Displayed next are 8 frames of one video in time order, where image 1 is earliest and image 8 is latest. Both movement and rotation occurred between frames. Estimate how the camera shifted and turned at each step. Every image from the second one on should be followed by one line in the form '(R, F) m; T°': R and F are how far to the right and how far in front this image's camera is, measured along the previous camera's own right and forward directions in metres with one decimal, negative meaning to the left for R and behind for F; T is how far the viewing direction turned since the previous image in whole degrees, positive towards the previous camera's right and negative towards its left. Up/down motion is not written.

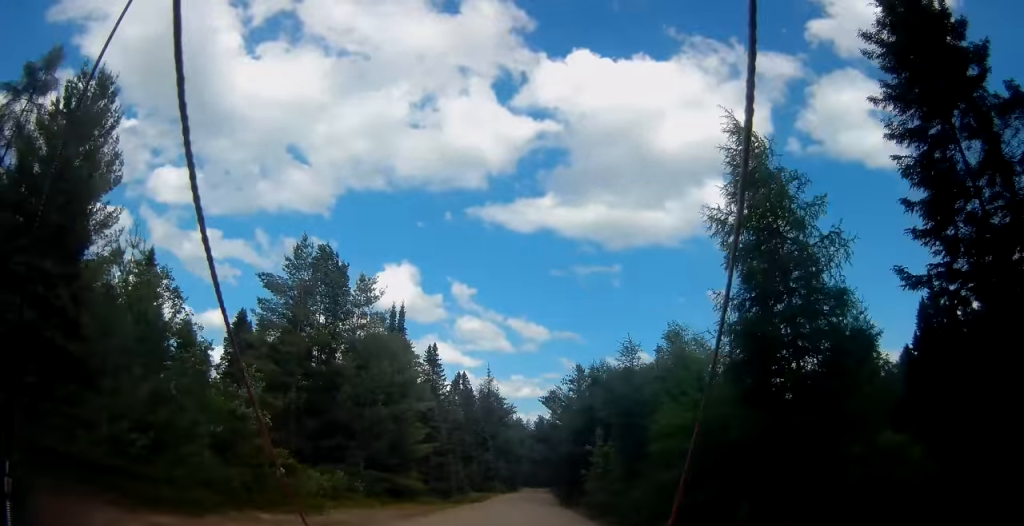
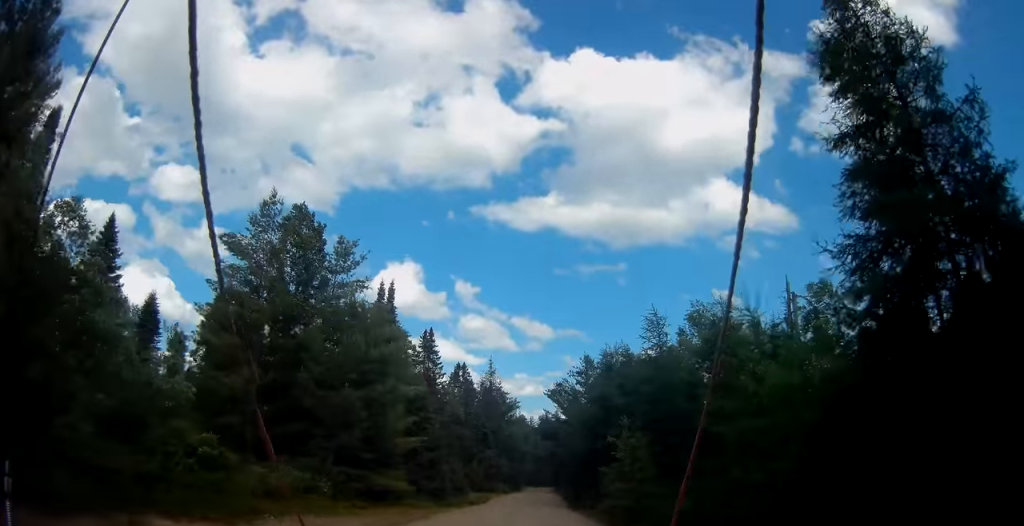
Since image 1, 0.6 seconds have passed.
(-0.3, +5.7) m; -1°
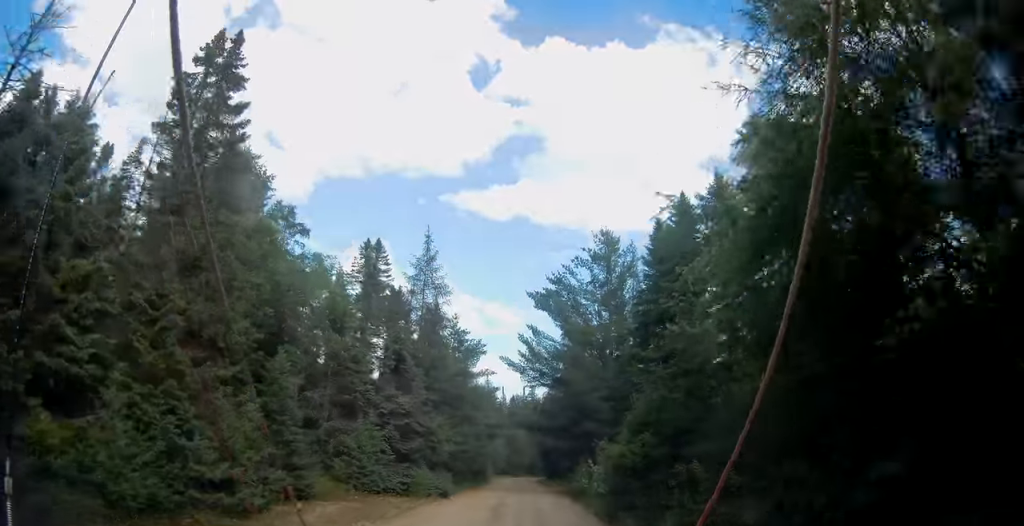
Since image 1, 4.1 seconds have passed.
(+3.4, +38.0) m; +2°
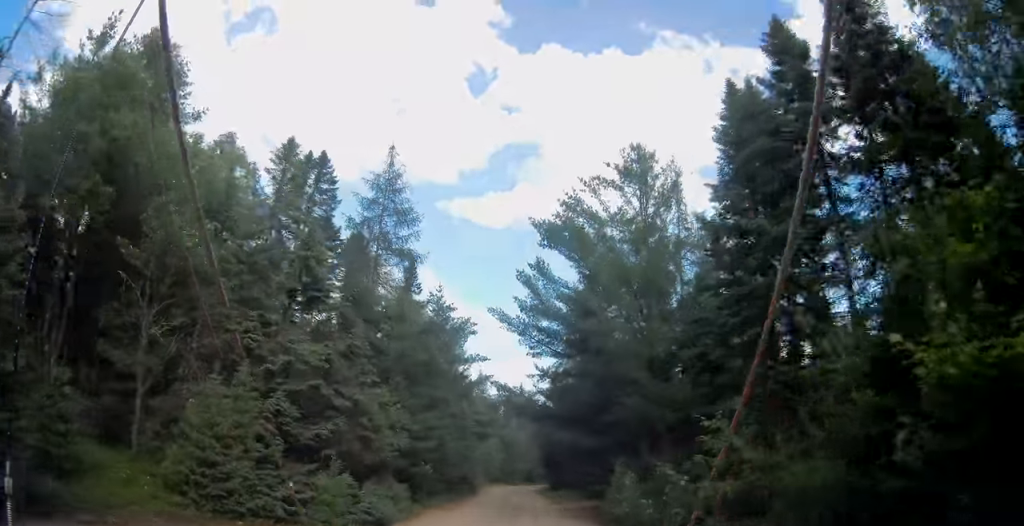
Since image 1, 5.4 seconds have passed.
(-0.5, +13.2) m; -1°
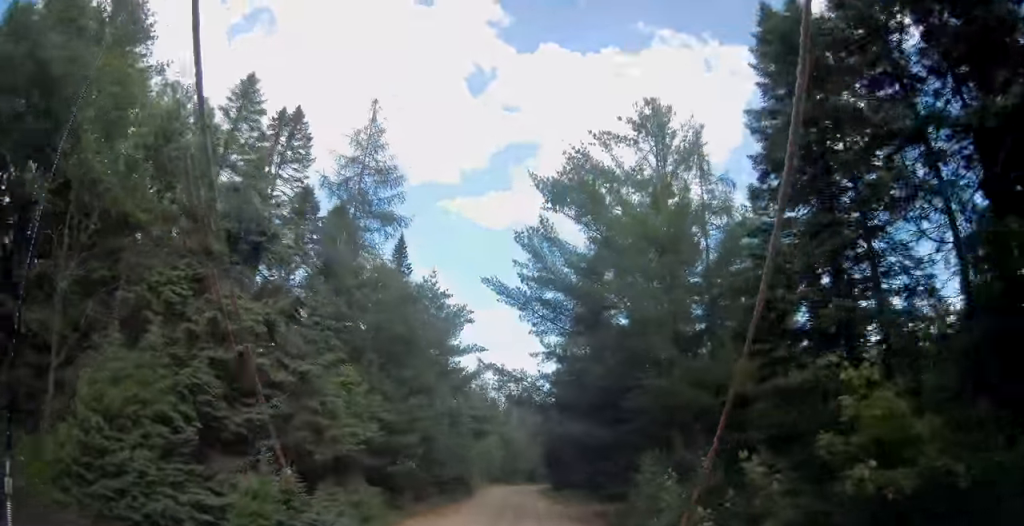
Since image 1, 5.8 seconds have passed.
(-0.2, +4.3) m; +1°
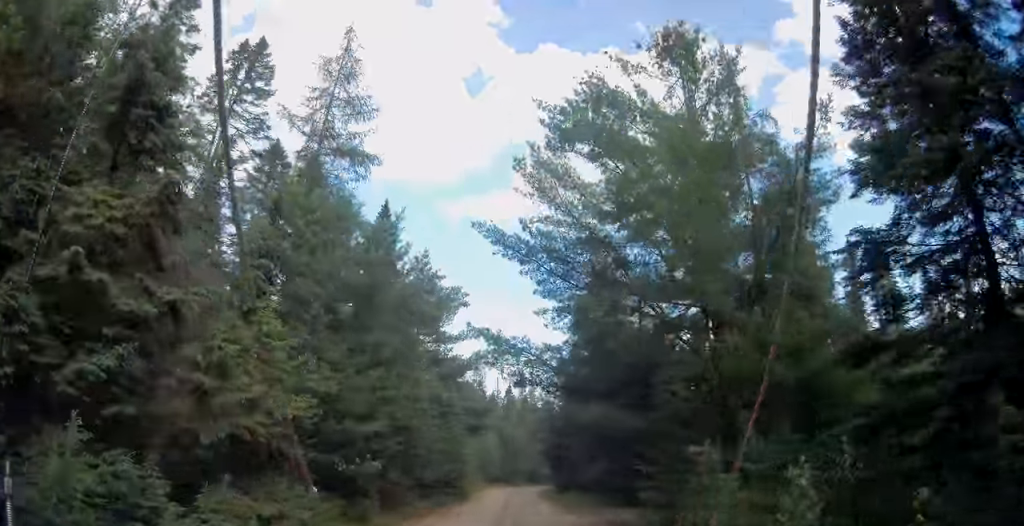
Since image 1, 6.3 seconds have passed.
(+0.4, +5.2) m; +1°
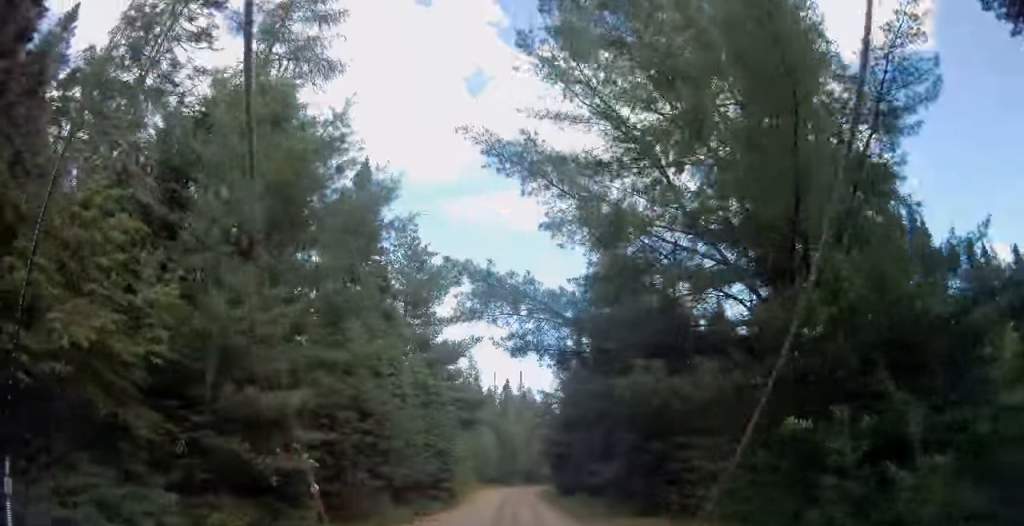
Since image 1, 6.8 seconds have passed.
(+0.3, +5.2) m; +1°
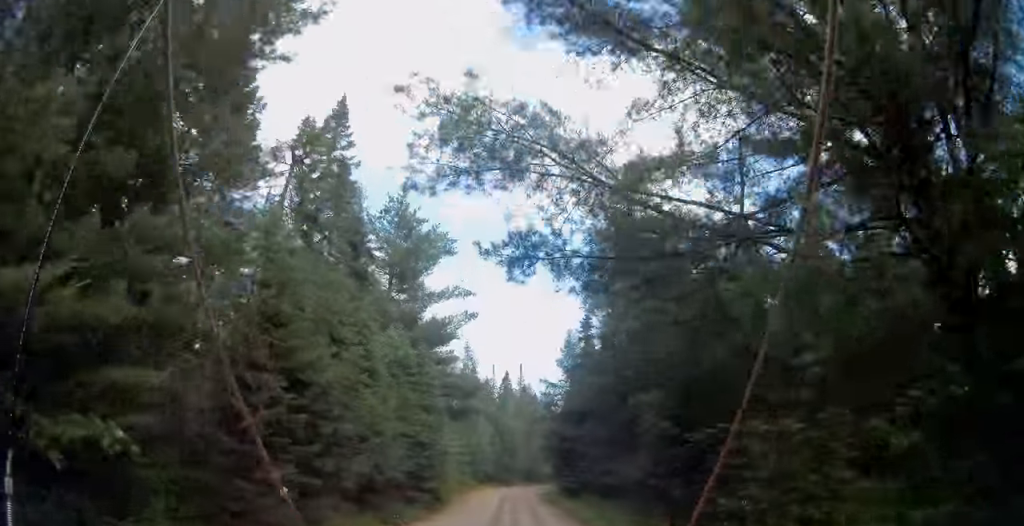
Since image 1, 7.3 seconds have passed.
(-0.2, +5.4) m; -2°
